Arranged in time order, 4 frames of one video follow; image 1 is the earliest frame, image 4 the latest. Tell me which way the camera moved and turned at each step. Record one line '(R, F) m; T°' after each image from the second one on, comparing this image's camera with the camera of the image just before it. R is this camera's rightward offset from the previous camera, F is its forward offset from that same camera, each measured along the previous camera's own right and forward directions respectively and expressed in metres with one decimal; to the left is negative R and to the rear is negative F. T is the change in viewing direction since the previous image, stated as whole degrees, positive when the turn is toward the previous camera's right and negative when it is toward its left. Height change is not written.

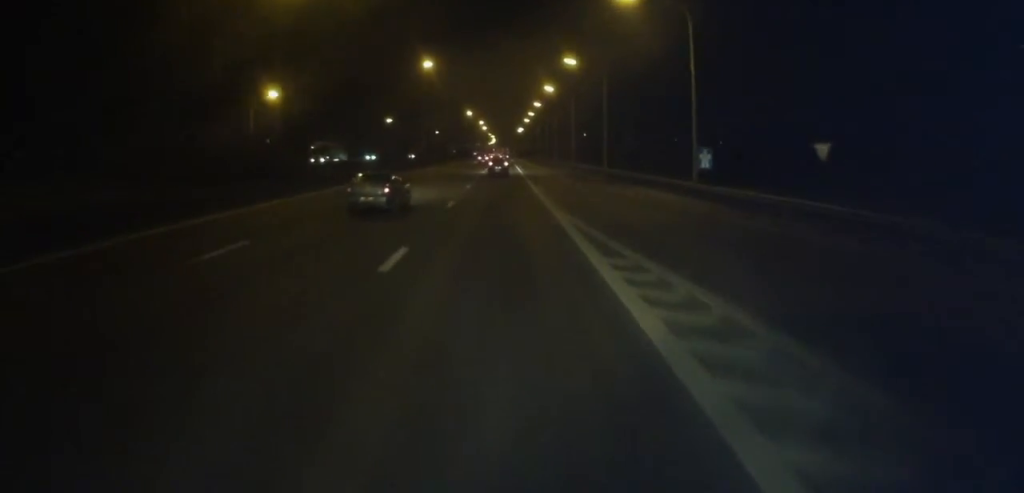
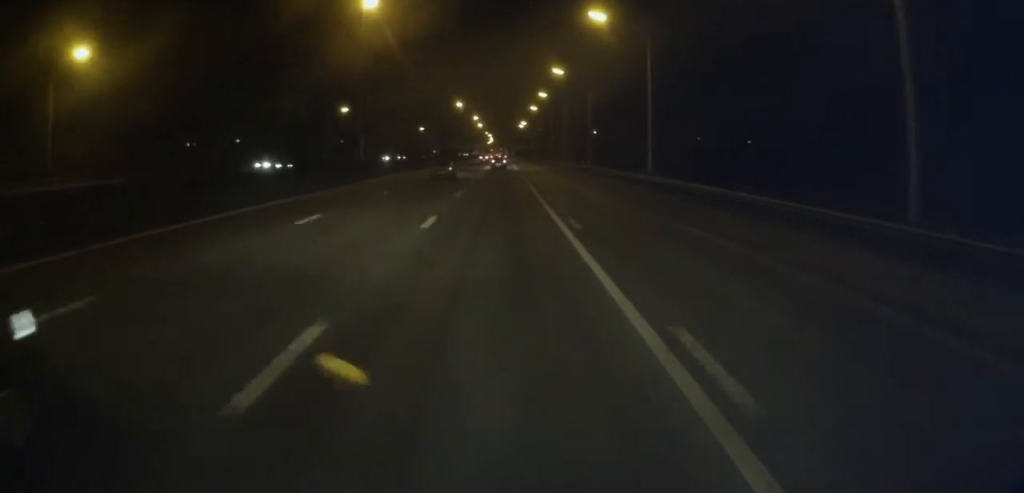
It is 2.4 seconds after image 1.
(+1.3, +56.4) m; +1°
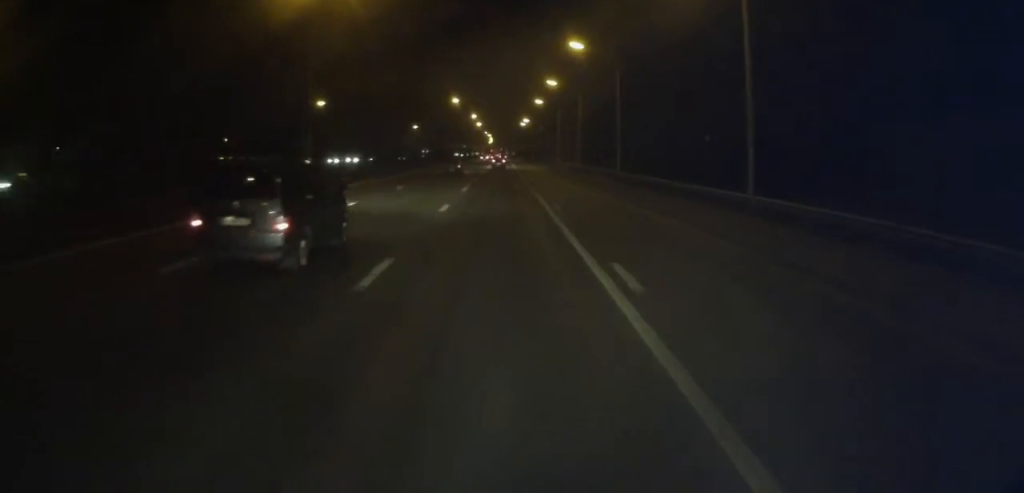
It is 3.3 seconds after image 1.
(0.0, +20.4) m; 0°
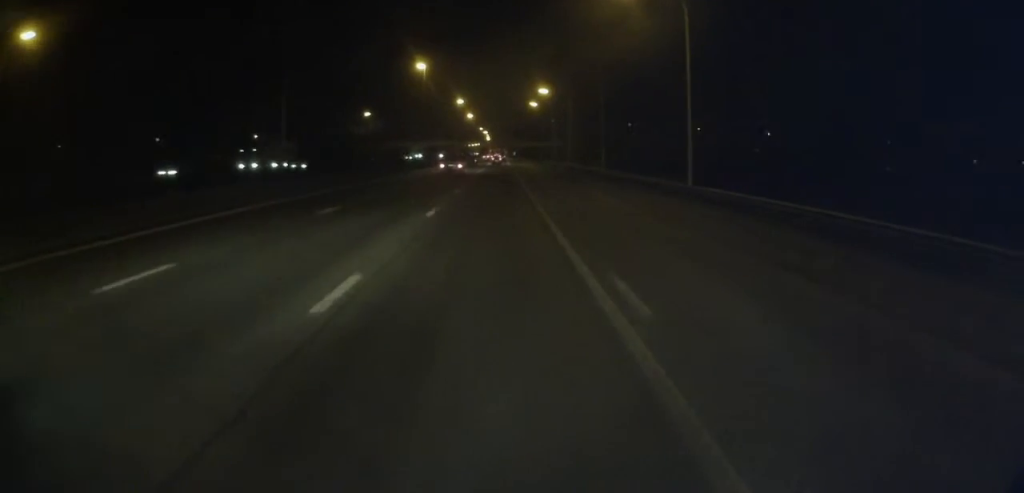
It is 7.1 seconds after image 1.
(0.0, +89.6) m; 0°
